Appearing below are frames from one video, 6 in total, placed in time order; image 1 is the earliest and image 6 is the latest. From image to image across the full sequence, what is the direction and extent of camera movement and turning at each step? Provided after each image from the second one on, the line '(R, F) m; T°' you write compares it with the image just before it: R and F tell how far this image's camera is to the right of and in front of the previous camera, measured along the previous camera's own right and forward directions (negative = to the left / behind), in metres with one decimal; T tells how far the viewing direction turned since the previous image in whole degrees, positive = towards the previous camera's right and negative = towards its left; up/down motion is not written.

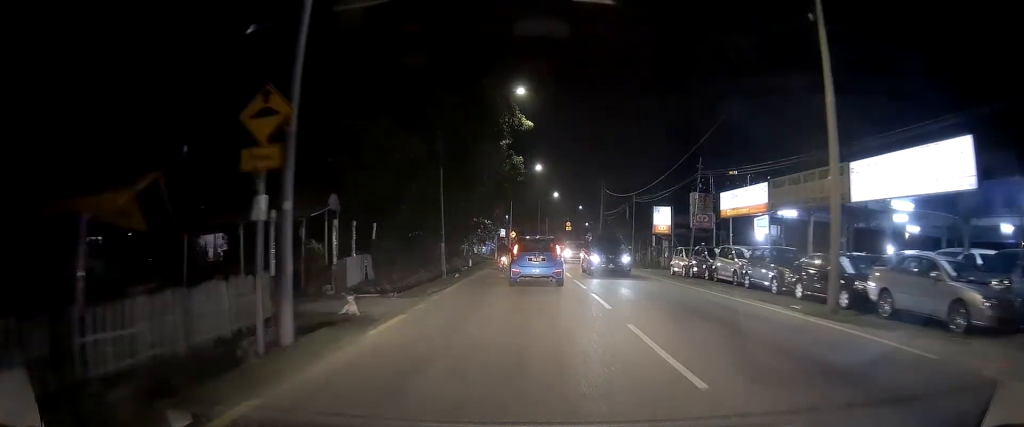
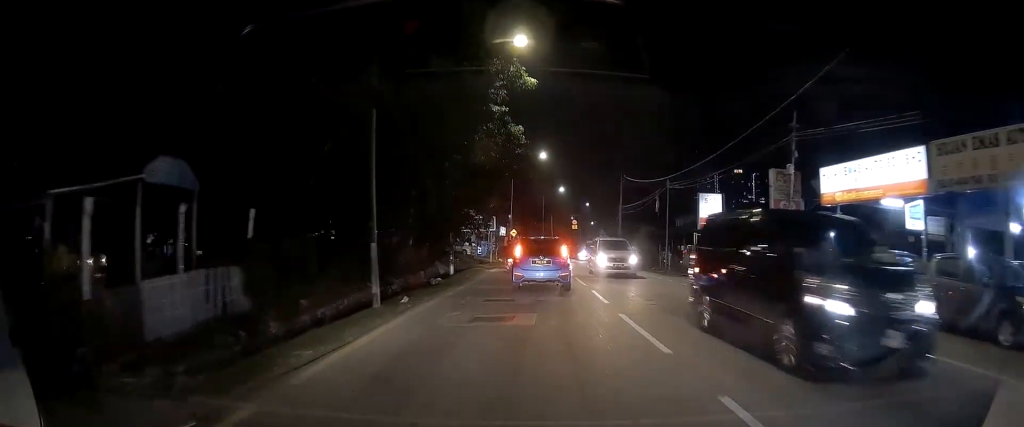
(+0.1, +10.2) m; -1°
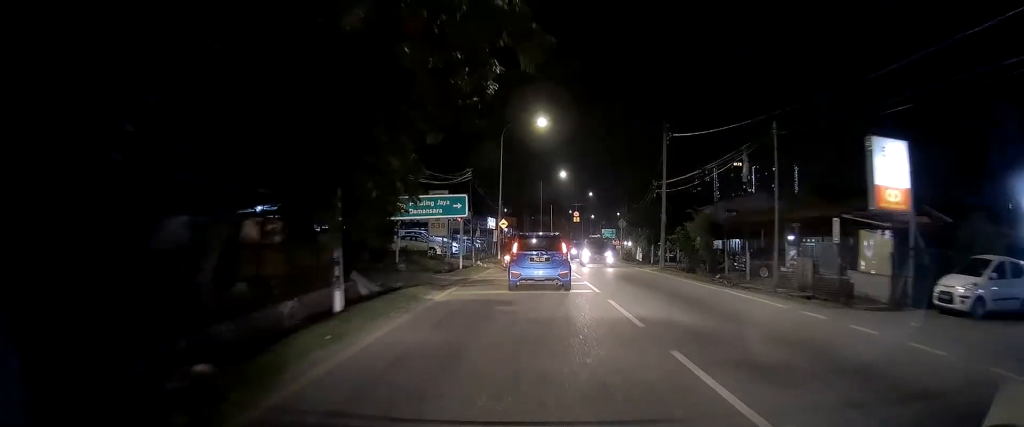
(-0.2, +16.7) m; +1°
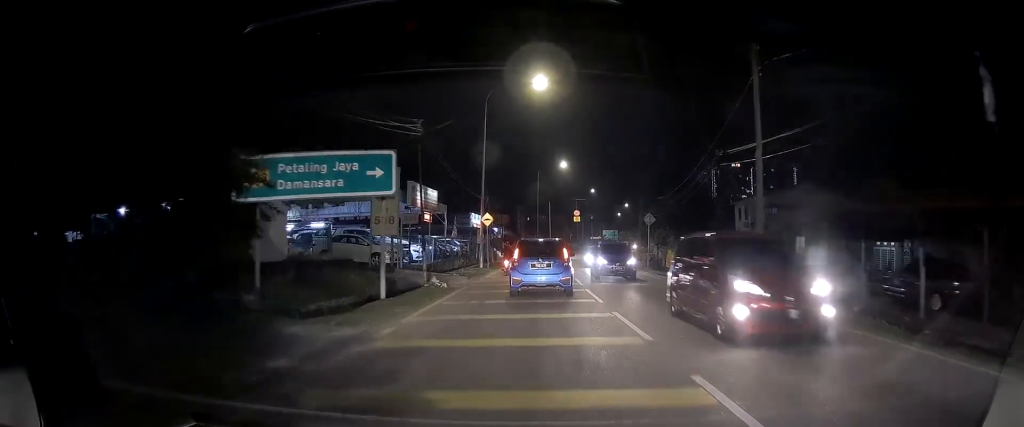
(+0.1, +13.4) m; +1°
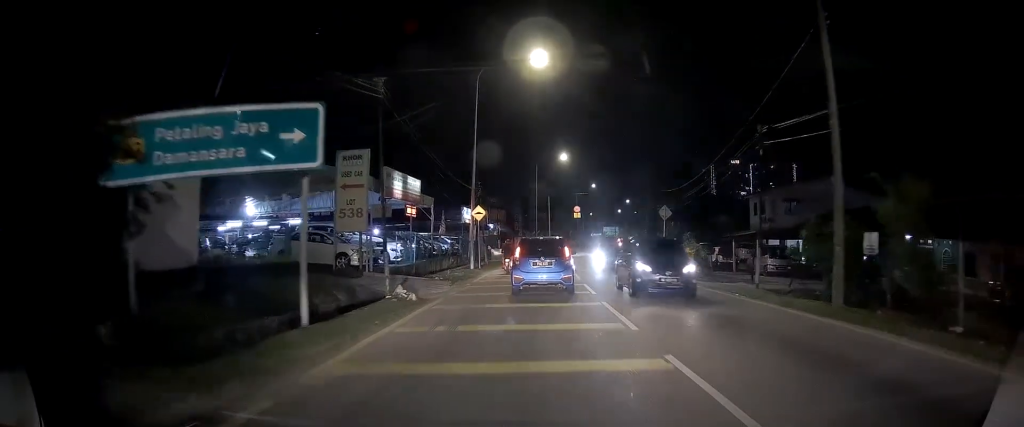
(0.0, +4.7) m; 0°
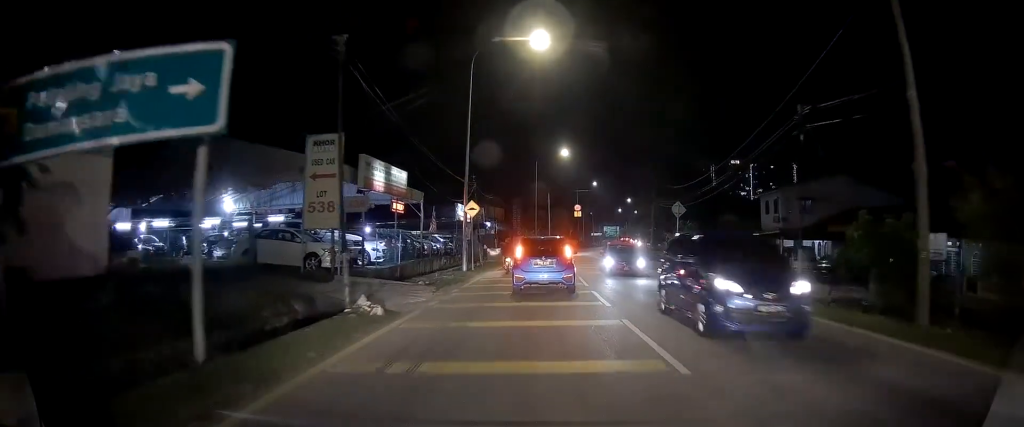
(0.0, +3.1) m; 0°
